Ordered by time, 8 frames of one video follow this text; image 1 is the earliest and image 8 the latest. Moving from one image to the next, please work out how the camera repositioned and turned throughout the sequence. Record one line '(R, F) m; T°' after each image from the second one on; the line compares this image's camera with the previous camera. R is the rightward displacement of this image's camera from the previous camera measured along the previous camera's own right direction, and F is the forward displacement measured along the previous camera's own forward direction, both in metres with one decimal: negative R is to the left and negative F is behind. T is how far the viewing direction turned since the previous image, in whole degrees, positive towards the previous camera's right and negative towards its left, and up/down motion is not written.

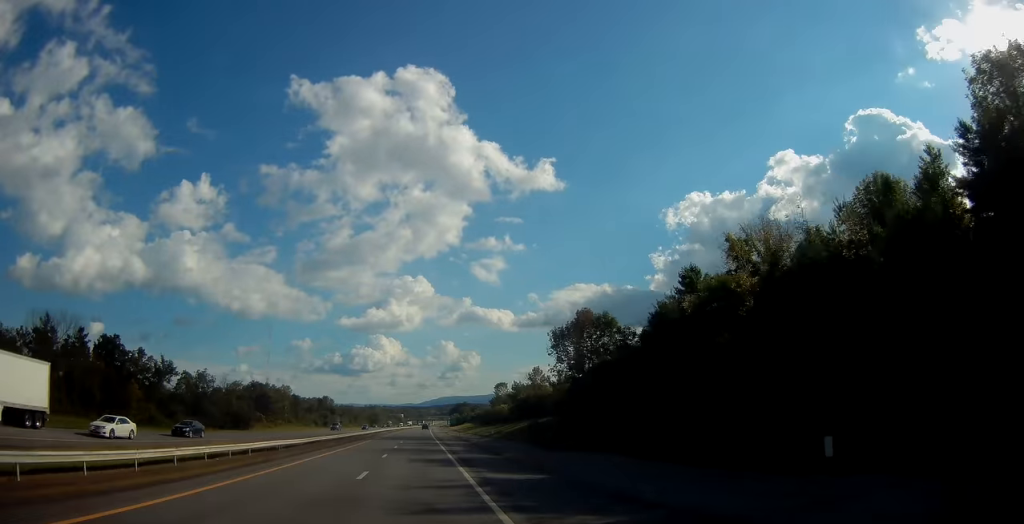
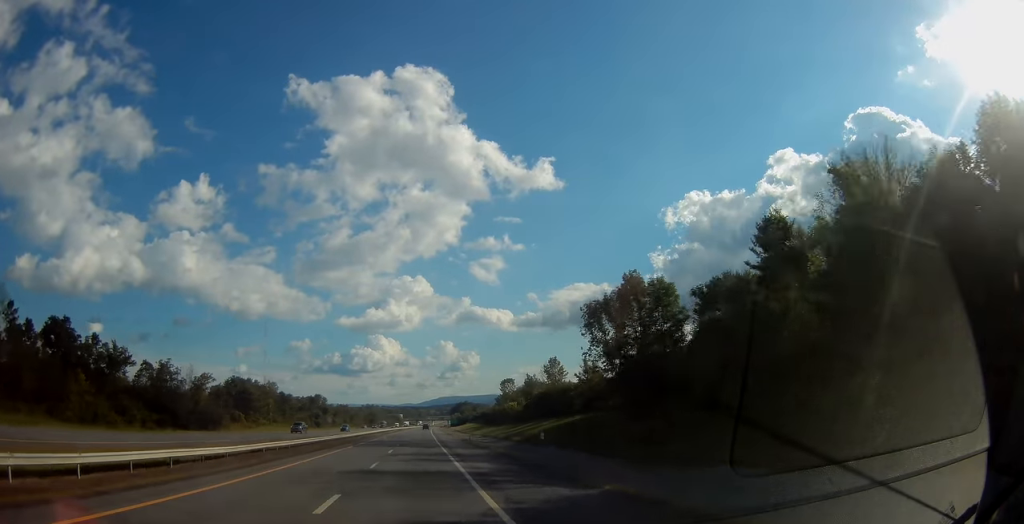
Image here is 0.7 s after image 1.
(+0.2, +19.6) m; 0°
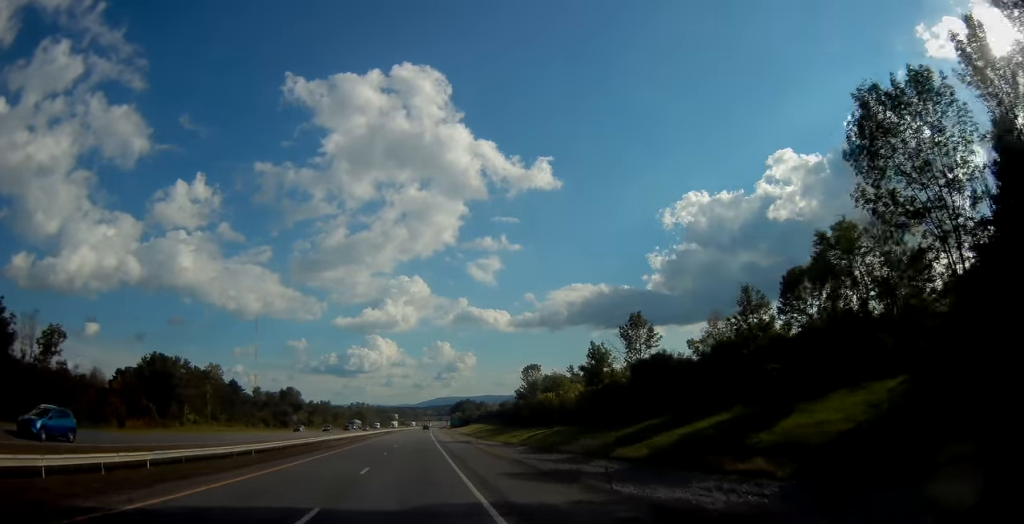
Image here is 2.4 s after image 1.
(-0.1, +51.2) m; 0°
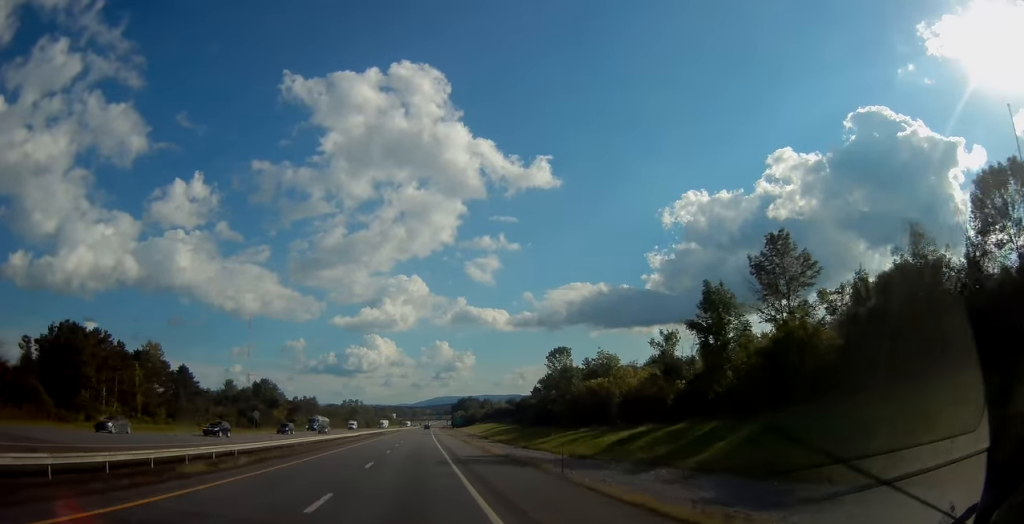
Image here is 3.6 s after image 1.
(-0.2, +33.7) m; 0°
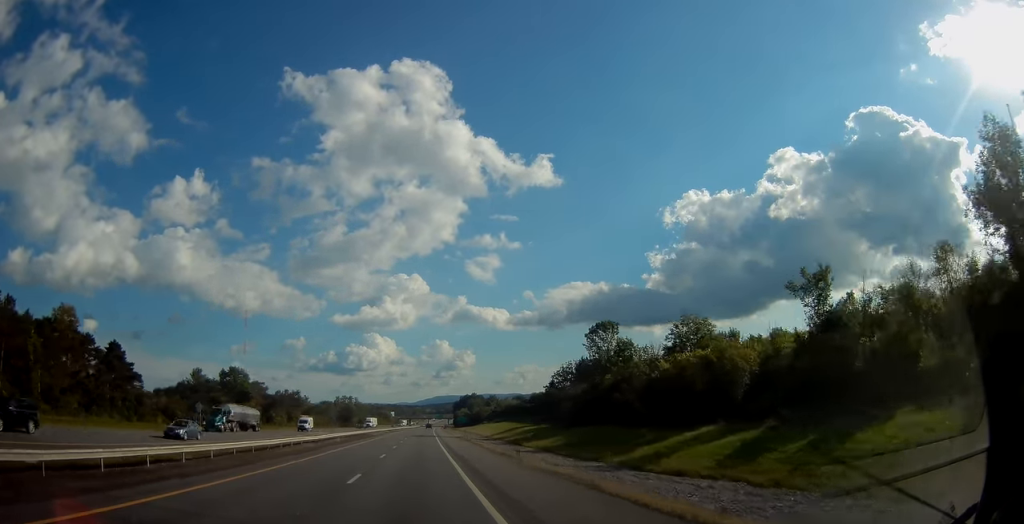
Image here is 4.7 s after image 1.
(+0.3, +30.9) m; 0°
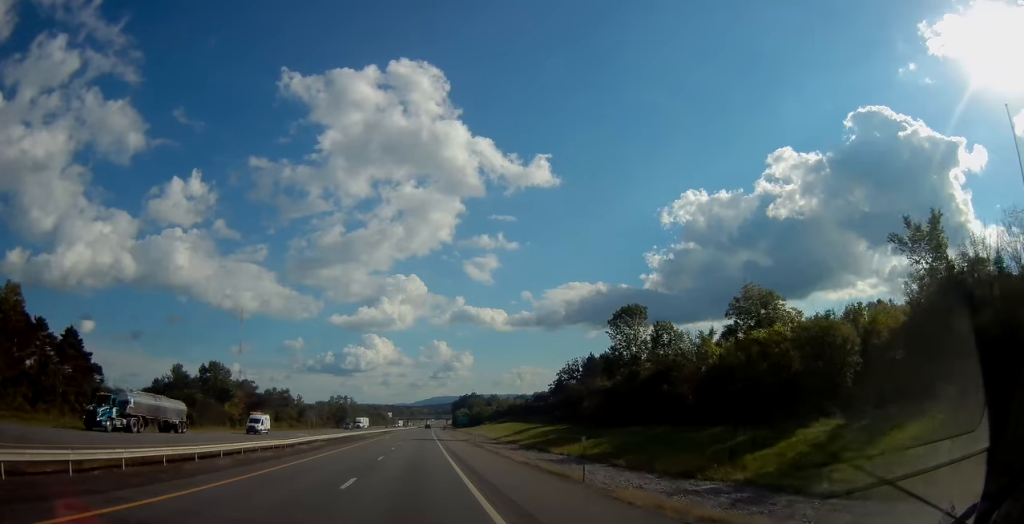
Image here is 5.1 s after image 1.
(0.0, +13.4) m; 0°
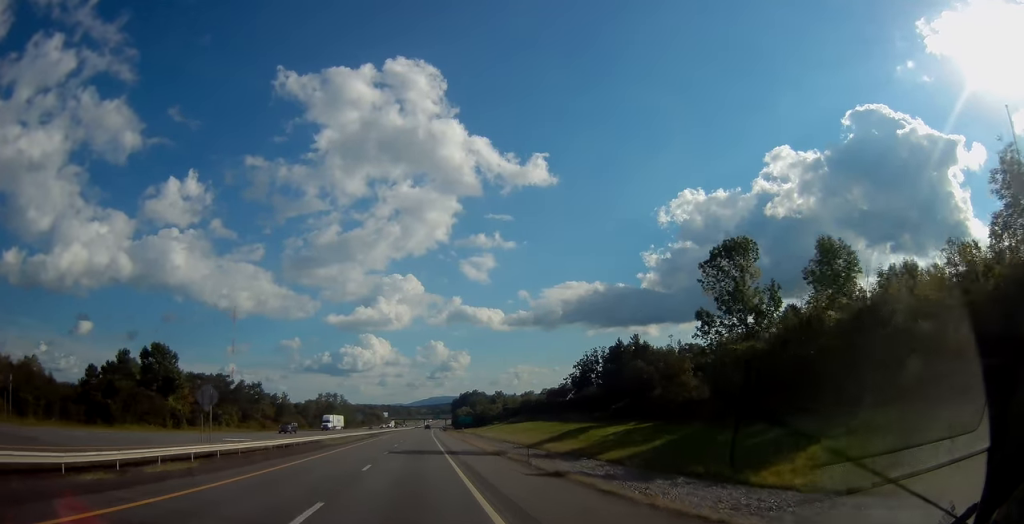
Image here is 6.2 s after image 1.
(0.0, +30.8) m; 0°
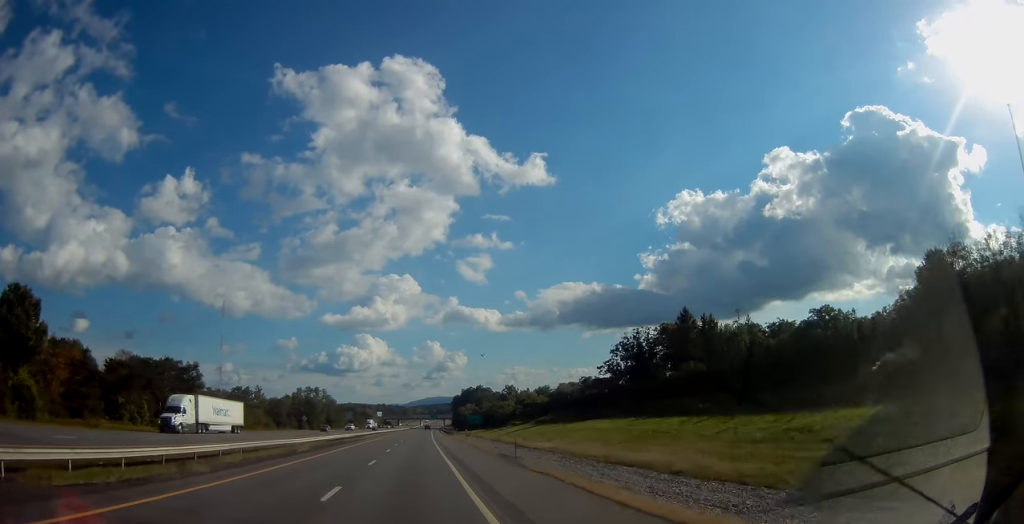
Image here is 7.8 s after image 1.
(0.0, +45.1) m; +1°
